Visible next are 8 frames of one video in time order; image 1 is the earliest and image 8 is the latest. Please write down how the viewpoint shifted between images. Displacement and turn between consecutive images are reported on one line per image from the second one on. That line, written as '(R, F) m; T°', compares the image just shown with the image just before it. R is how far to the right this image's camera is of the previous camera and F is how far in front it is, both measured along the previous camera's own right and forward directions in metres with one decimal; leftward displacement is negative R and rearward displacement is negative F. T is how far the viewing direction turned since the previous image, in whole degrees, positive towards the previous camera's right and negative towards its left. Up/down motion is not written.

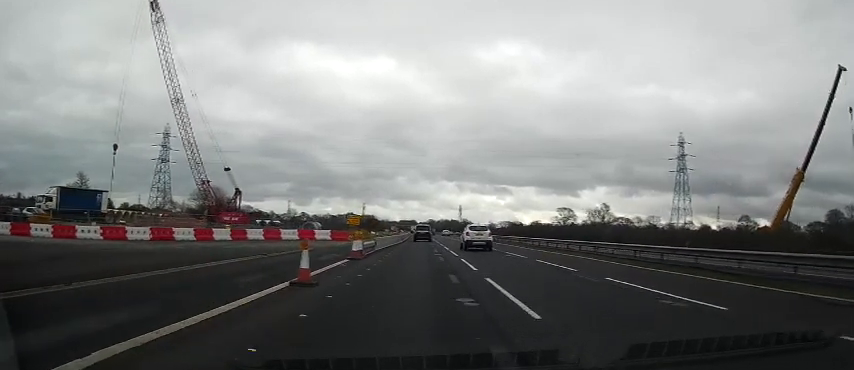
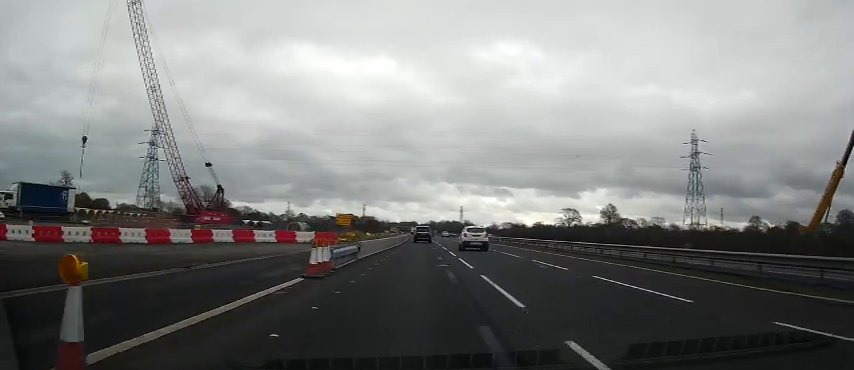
(0.0, +7.8) m; 0°
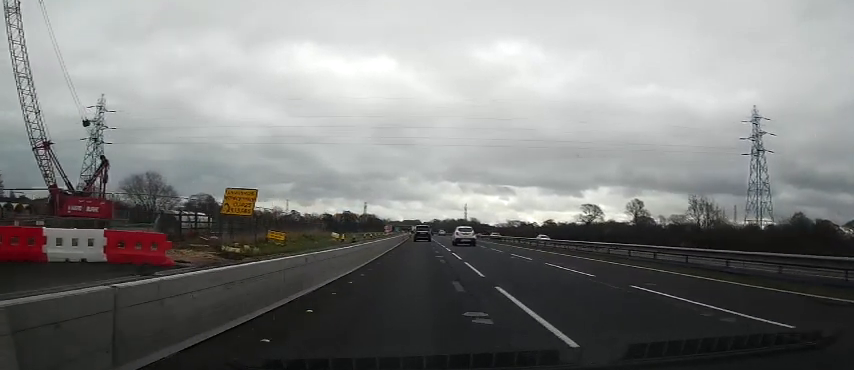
(0.0, +29.5) m; 0°
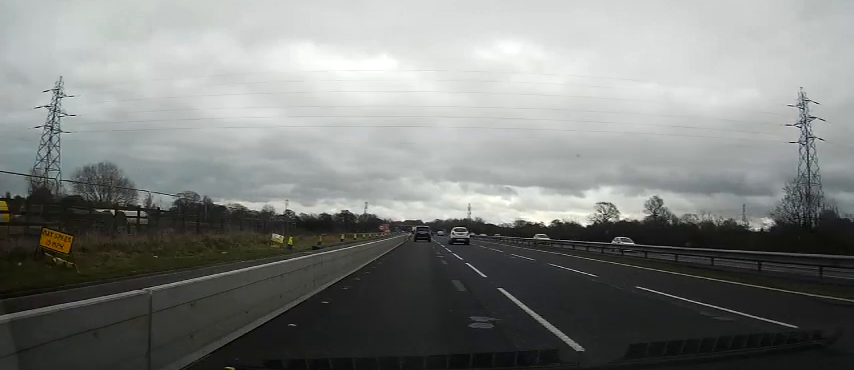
(0.0, +18.2) m; 0°
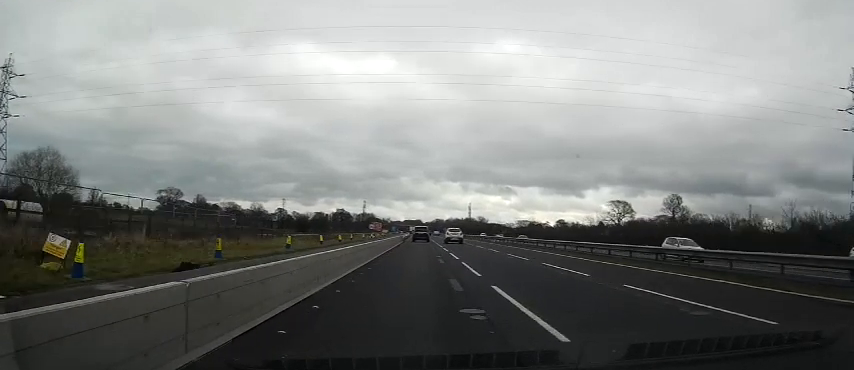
(0.0, +17.3) m; 0°
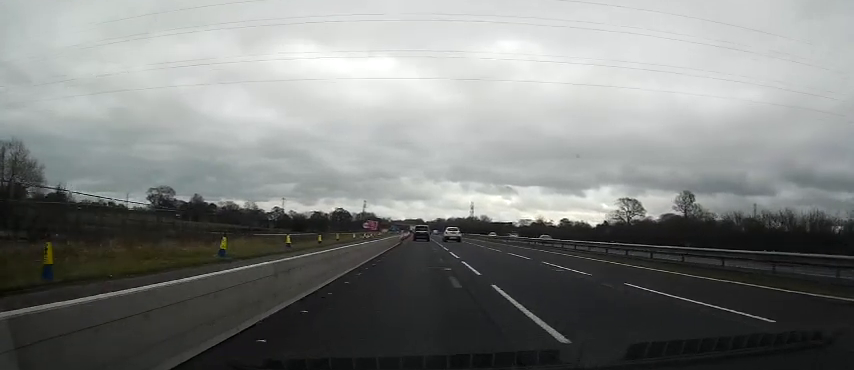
(0.0, +8.7) m; 0°
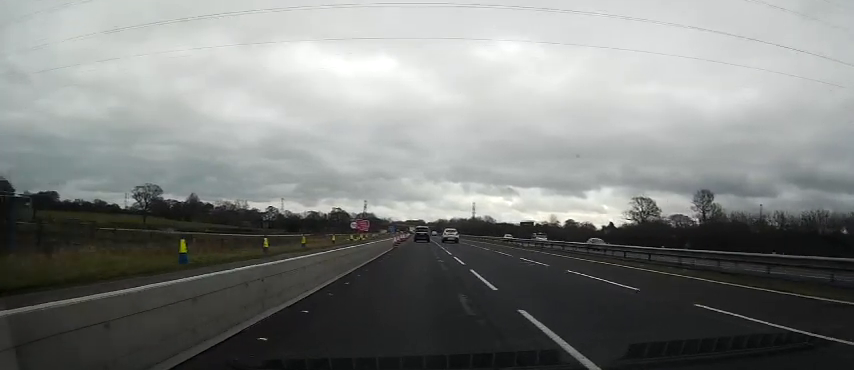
(0.0, +13.0) m; -1°
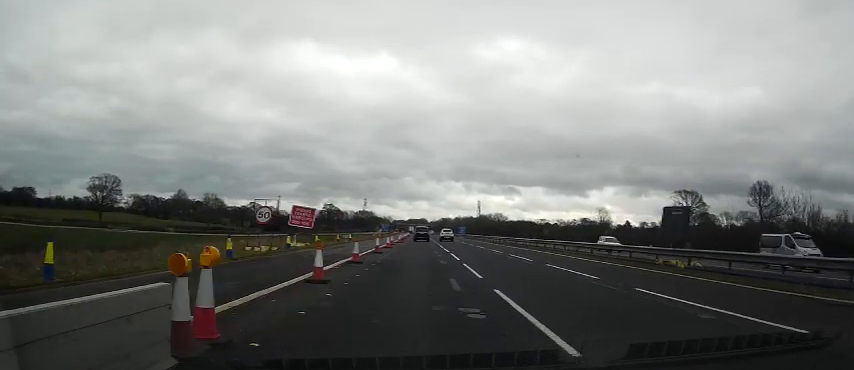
(-0.2, +32.1) m; 0°
